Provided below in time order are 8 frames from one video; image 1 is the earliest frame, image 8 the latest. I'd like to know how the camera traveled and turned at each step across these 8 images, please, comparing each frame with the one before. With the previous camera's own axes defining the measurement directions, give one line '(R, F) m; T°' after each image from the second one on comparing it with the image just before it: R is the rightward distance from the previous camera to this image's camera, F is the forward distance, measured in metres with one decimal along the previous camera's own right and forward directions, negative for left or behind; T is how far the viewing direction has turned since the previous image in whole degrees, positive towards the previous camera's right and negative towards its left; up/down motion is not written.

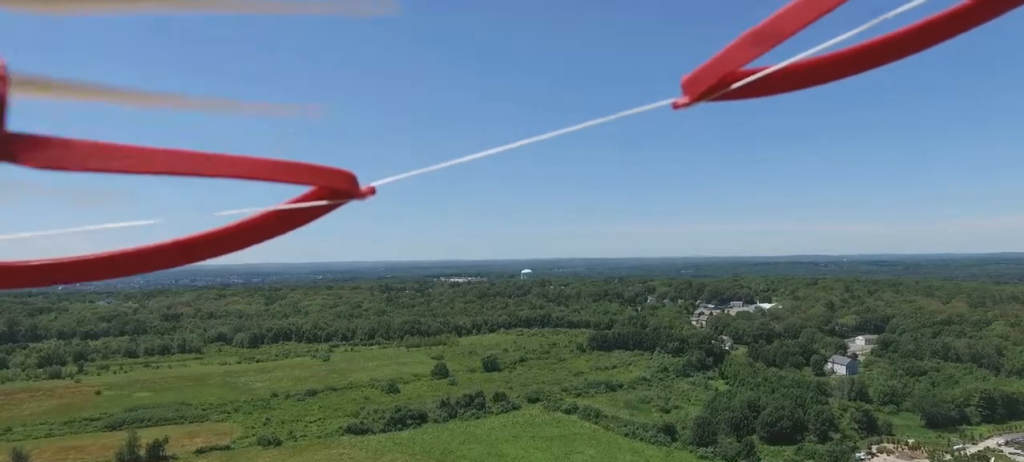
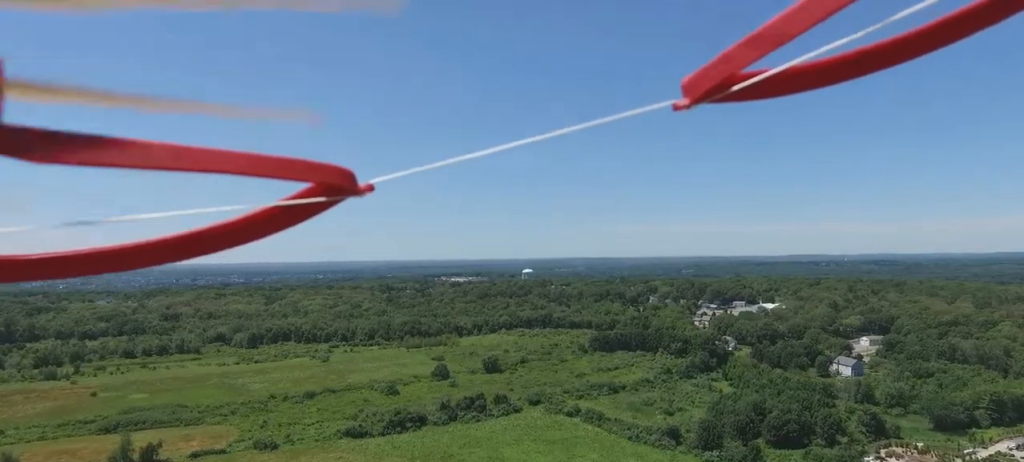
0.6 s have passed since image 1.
(-0.1, +4.8) m; 0°
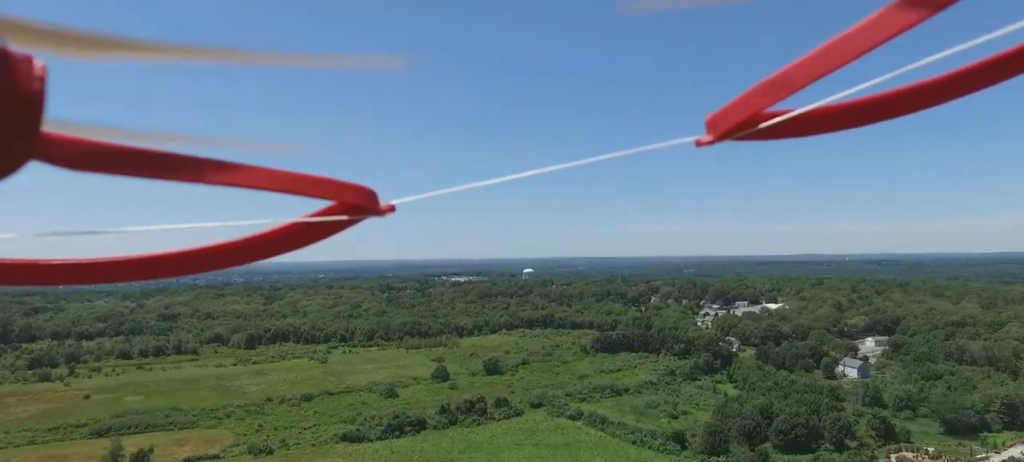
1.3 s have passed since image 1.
(+0.1, +5.8) m; +1°
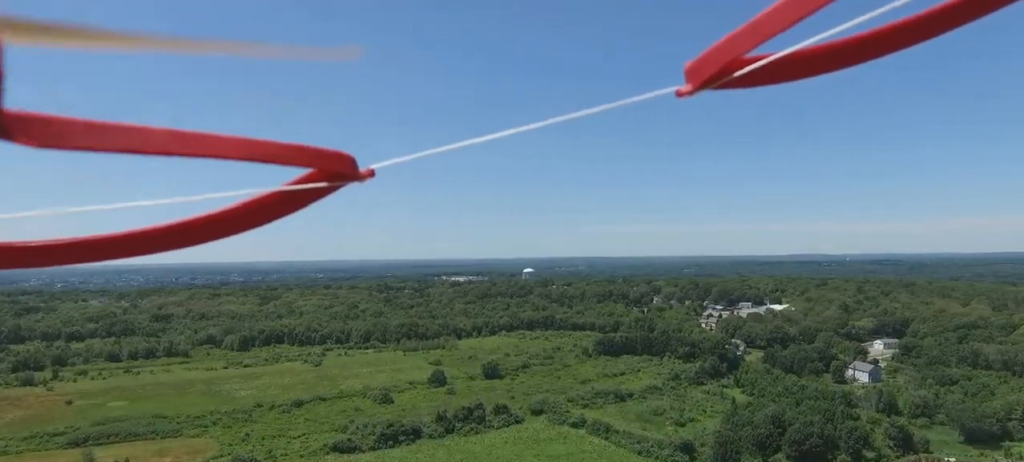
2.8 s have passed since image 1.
(+0.1, +11.5) m; 0°
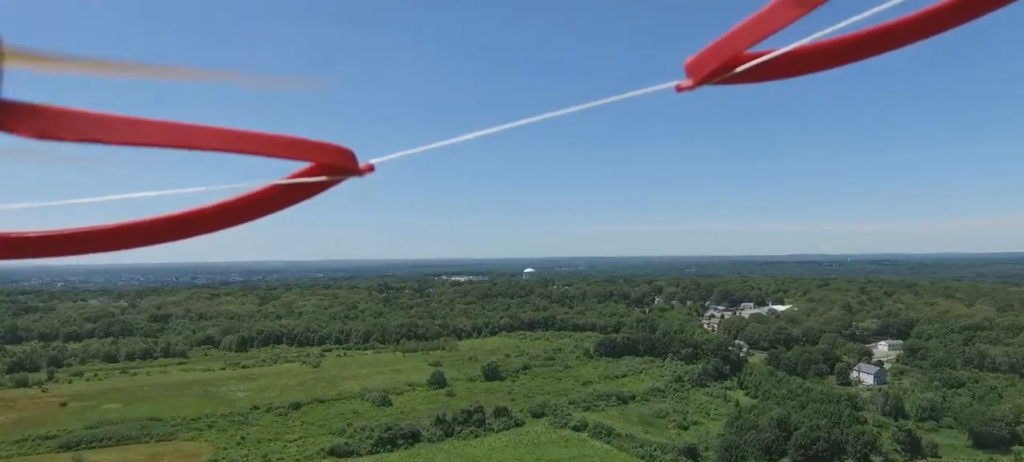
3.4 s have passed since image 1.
(0.0, +4.2) m; -1°
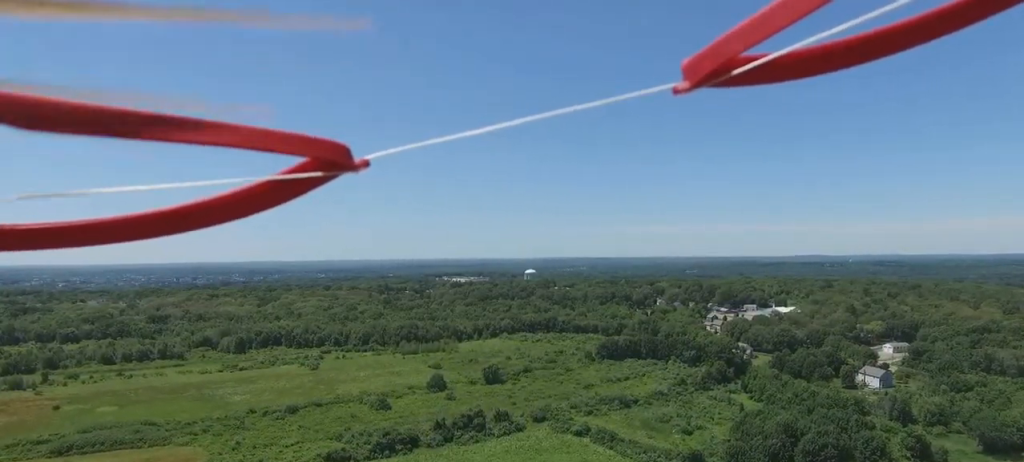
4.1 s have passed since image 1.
(-0.1, +4.5) m; -2°
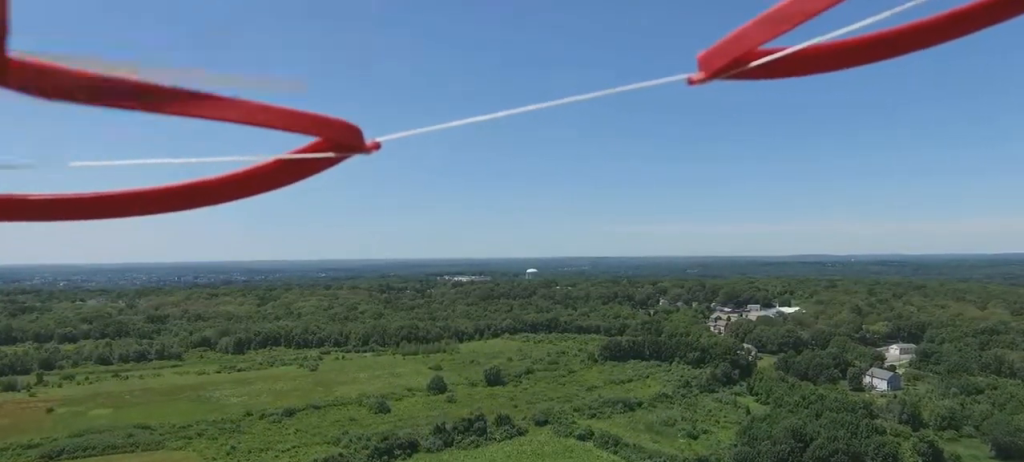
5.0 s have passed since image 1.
(-0.1, +6.0) m; -2°
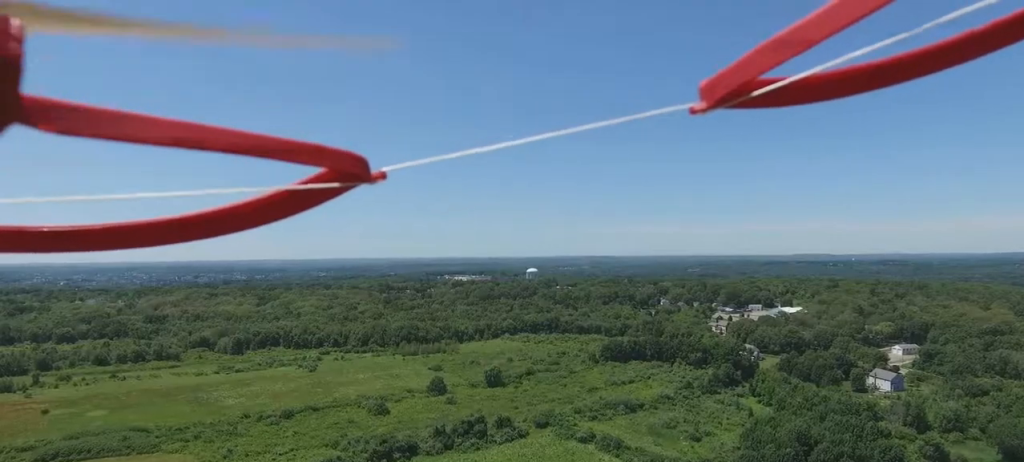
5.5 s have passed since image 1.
(0.0, +3.7) m; -1°
